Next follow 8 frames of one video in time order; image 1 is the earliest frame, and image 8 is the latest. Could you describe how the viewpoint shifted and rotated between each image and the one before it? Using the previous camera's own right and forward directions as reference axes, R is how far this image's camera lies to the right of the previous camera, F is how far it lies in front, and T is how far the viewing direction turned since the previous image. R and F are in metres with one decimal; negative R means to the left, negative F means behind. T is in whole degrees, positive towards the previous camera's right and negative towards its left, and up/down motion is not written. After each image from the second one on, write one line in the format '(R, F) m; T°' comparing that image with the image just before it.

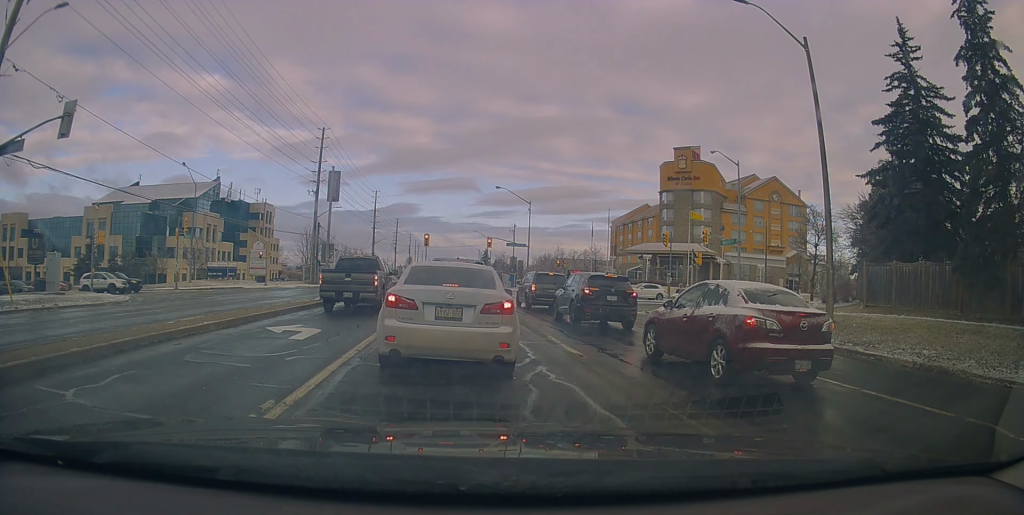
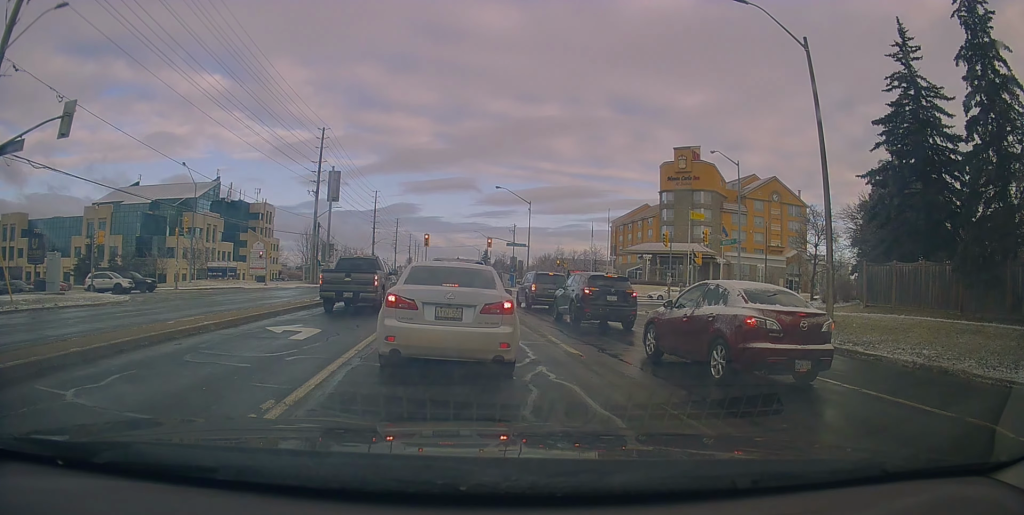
(0.0, 0.0) m; 0°
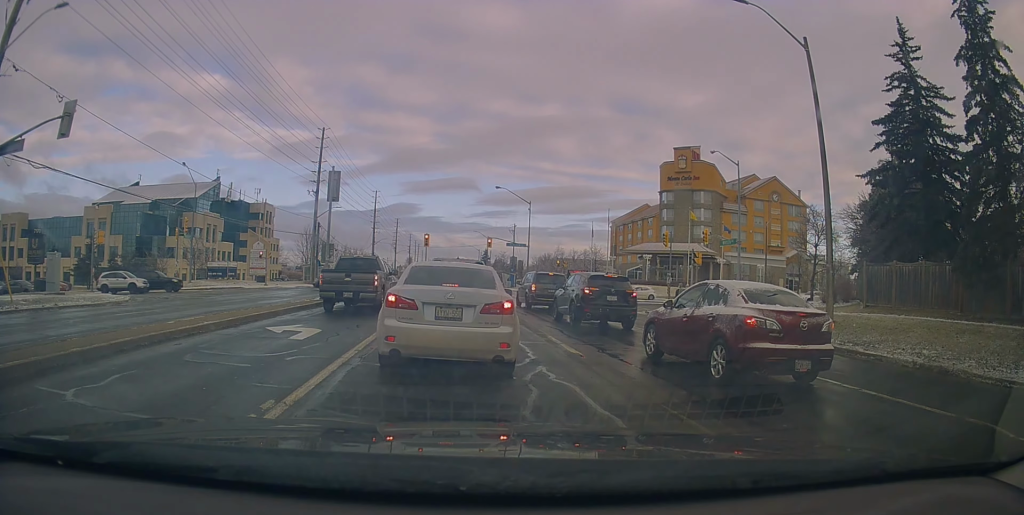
(0.0, 0.0) m; 0°
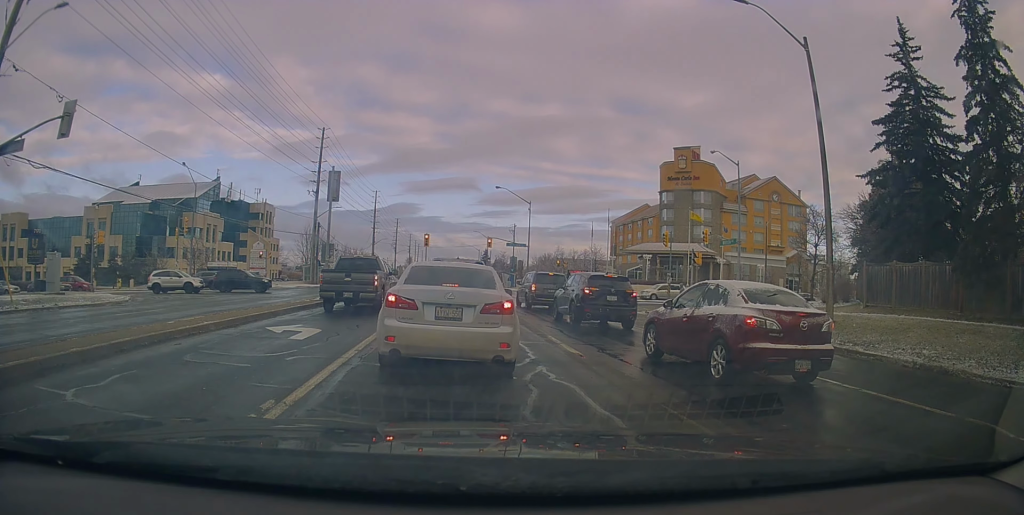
(0.0, 0.0) m; 0°
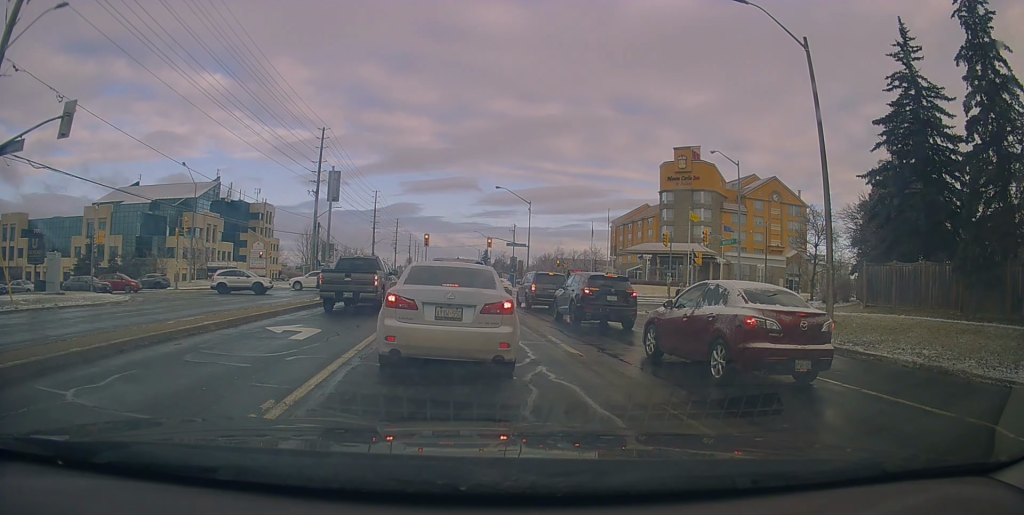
(0.0, 0.0) m; 0°
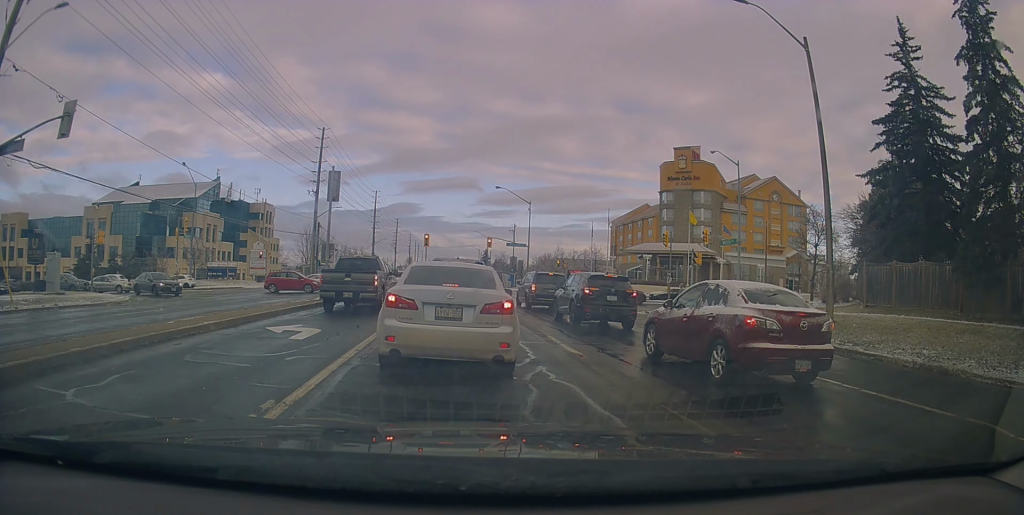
(0.0, 0.0) m; 0°
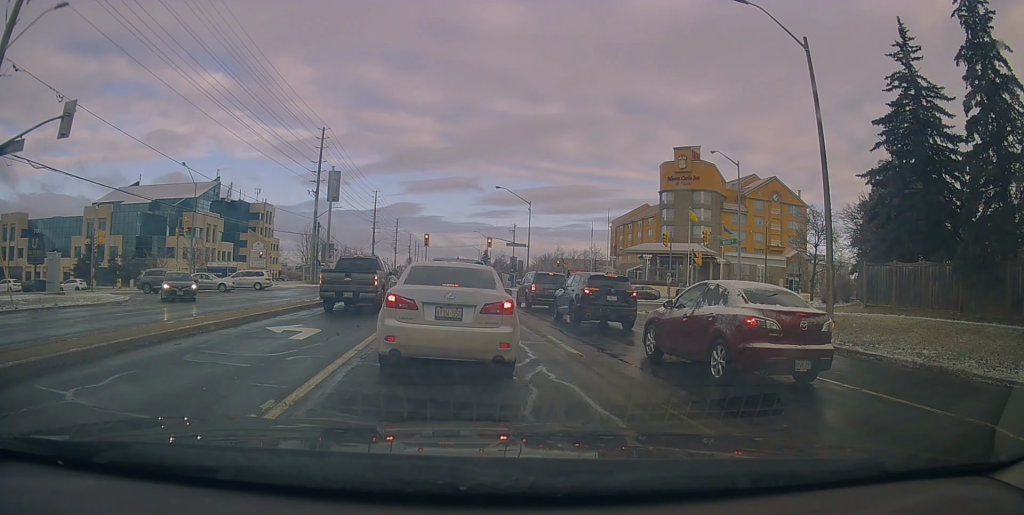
(0.0, 0.0) m; 0°
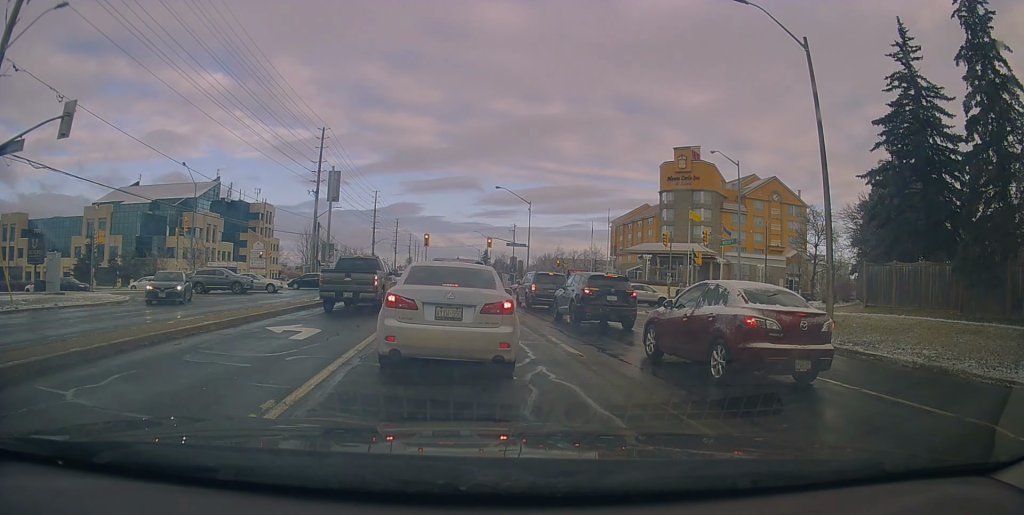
(0.0, 0.0) m; 0°
